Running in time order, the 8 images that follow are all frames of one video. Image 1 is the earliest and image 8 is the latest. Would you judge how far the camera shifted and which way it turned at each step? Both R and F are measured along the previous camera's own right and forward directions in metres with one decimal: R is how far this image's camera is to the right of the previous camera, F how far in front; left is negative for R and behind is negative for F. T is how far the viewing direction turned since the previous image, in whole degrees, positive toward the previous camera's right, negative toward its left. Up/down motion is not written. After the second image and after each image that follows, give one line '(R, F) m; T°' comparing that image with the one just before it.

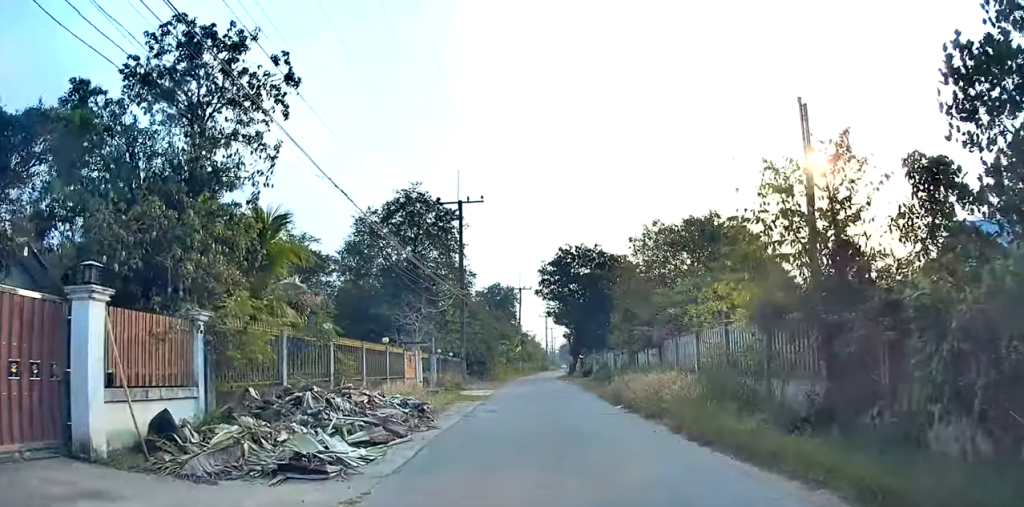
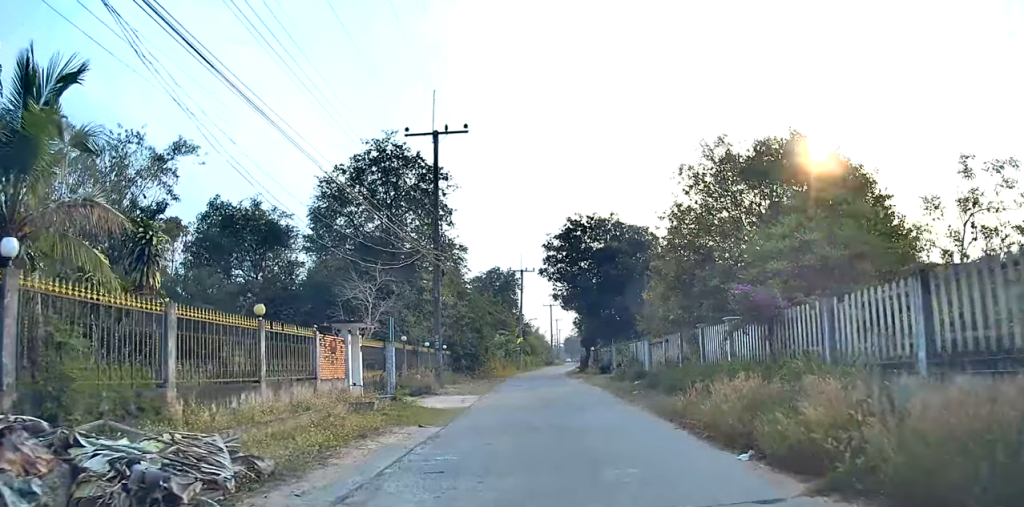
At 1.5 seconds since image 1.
(-0.2, +8.5) m; -3°
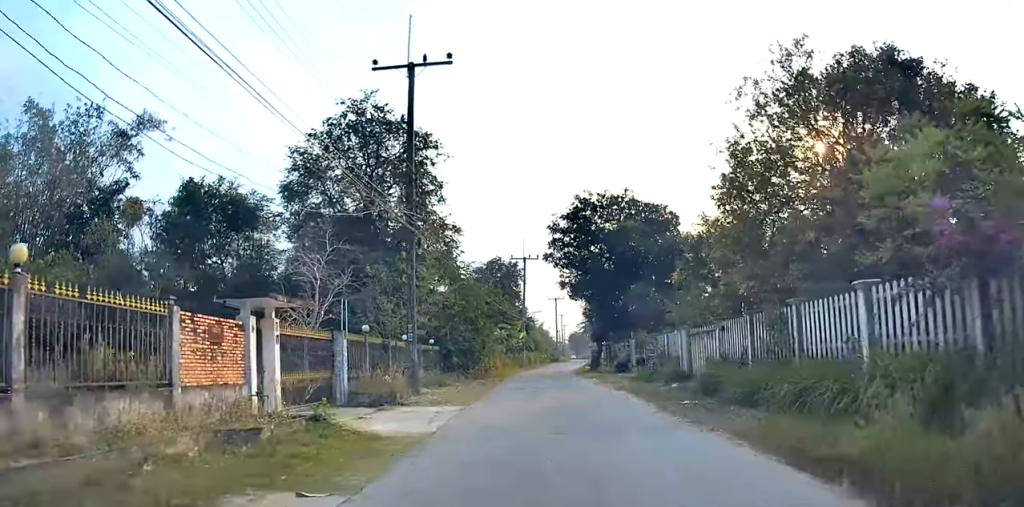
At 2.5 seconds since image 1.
(-0.1, +5.6) m; 0°
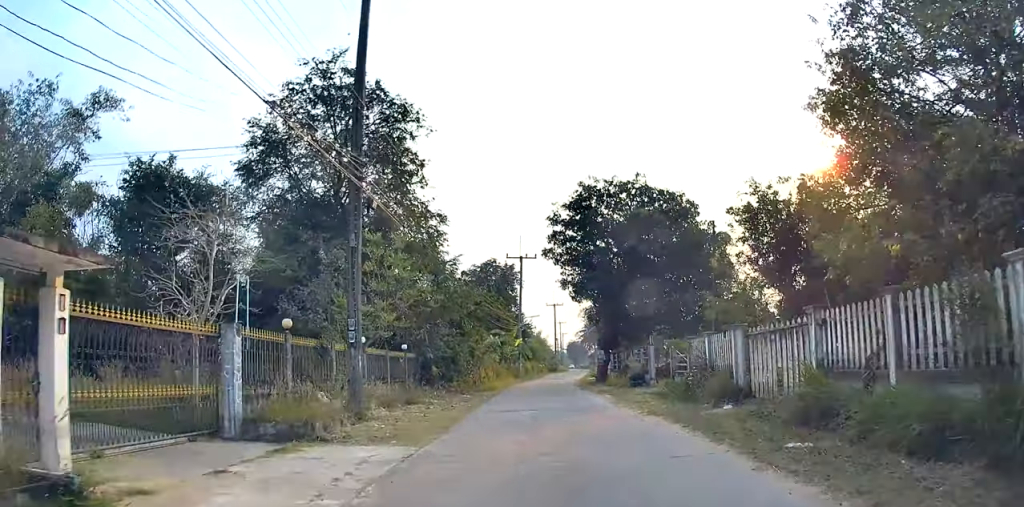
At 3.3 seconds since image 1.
(+0.1, +5.1) m; 0°
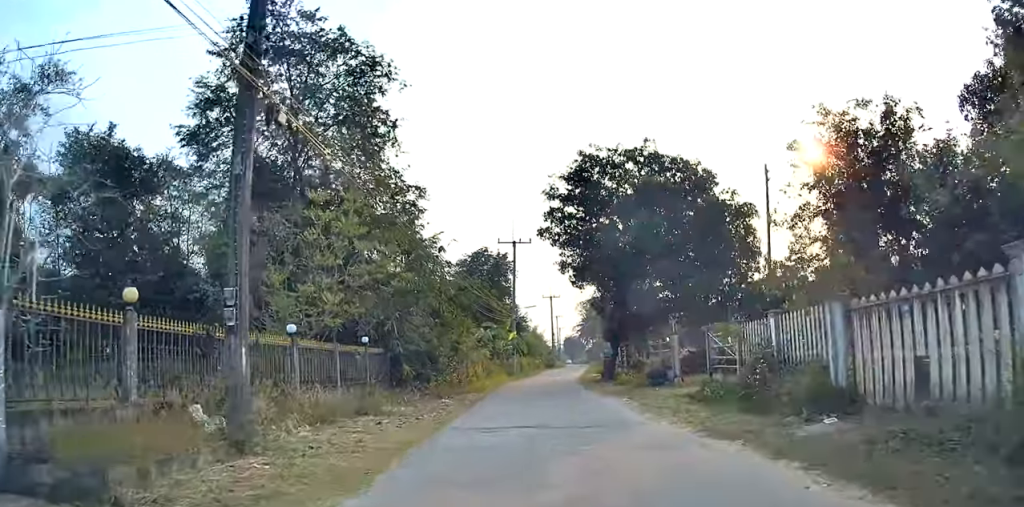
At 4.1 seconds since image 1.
(-0.1, +4.9) m; 0°
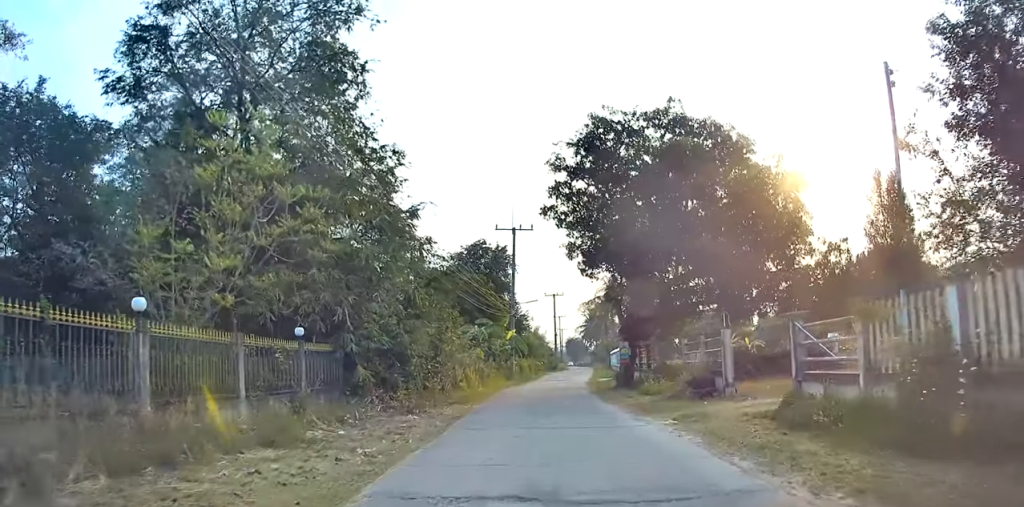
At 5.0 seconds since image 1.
(+0.1, +5.2) m; +1°
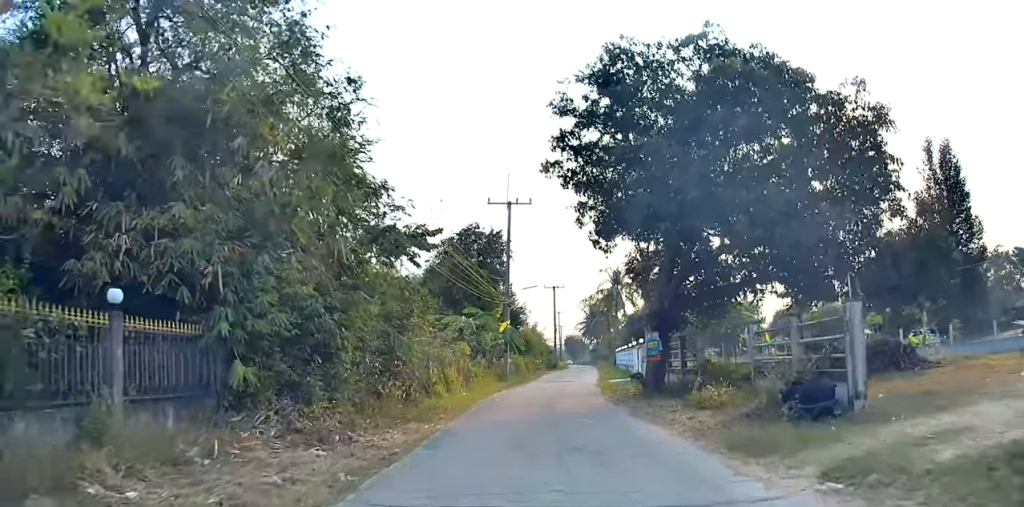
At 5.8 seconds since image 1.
(0.0, +5.7) m; 0°
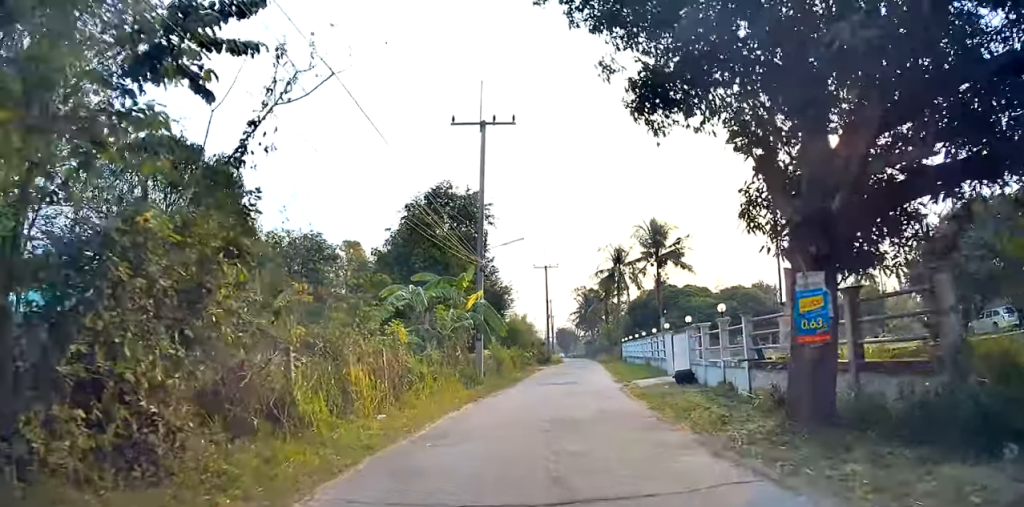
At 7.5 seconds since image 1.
(-0.1, +11.1) m; -2°
